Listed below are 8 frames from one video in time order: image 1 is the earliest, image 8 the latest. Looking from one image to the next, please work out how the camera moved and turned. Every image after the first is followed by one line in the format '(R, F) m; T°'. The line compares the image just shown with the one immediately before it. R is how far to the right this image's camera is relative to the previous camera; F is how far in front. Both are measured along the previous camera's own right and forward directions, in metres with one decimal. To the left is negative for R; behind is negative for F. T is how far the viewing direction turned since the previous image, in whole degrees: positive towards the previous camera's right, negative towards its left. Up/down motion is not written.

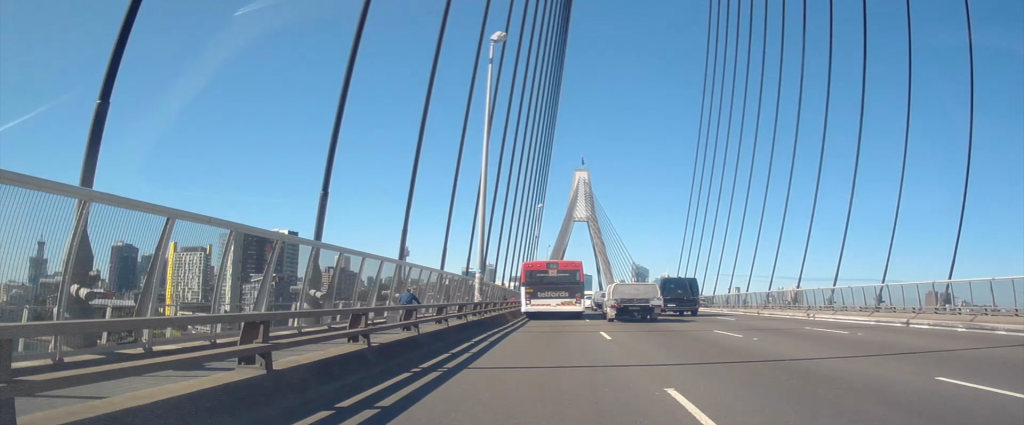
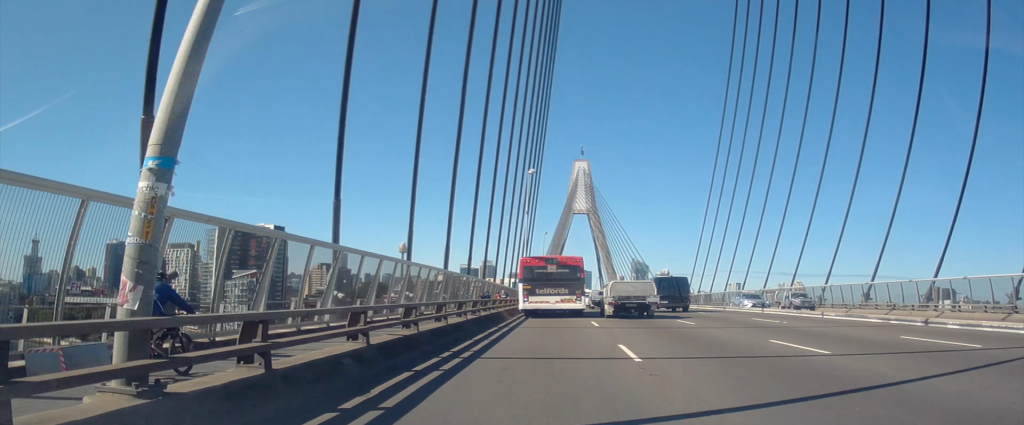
(-0.4, +19.0) m; -2°
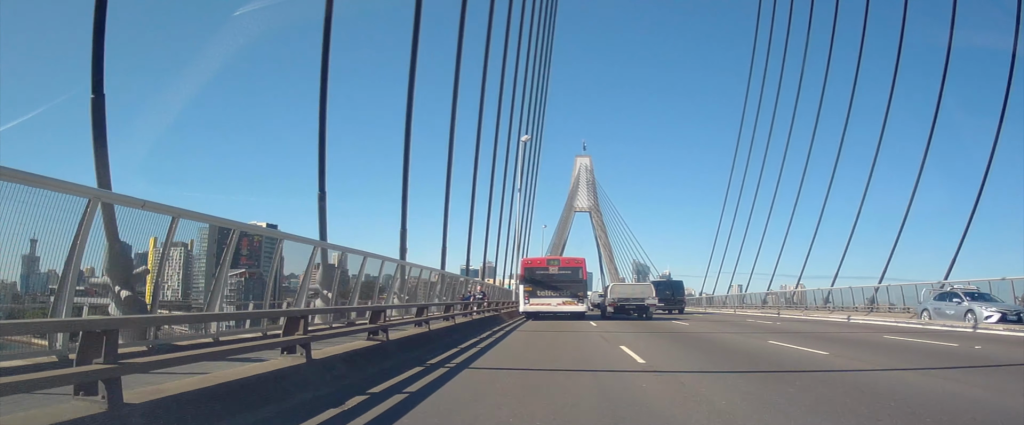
(-0.1, +11.1) m; 0°
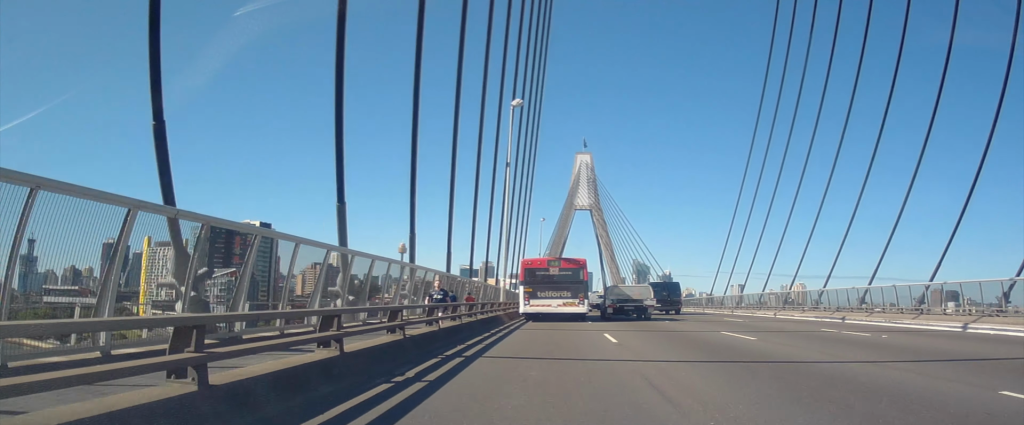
(0.0, +8.6) m; +1°
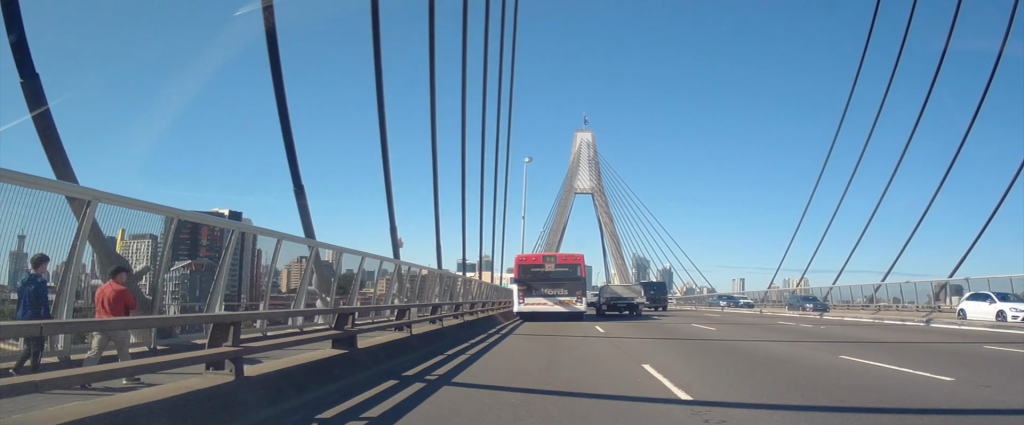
(-0.9, +32.4) m; -1°
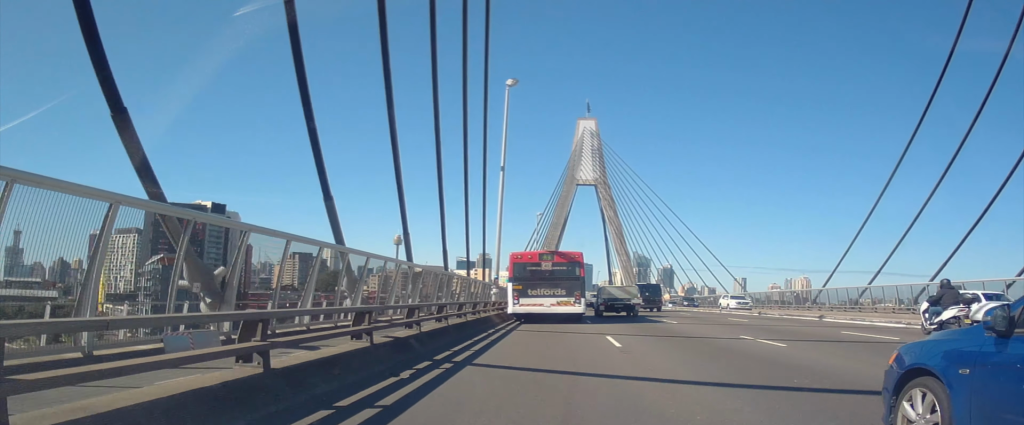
(+0.9, +17.3) m; +1°
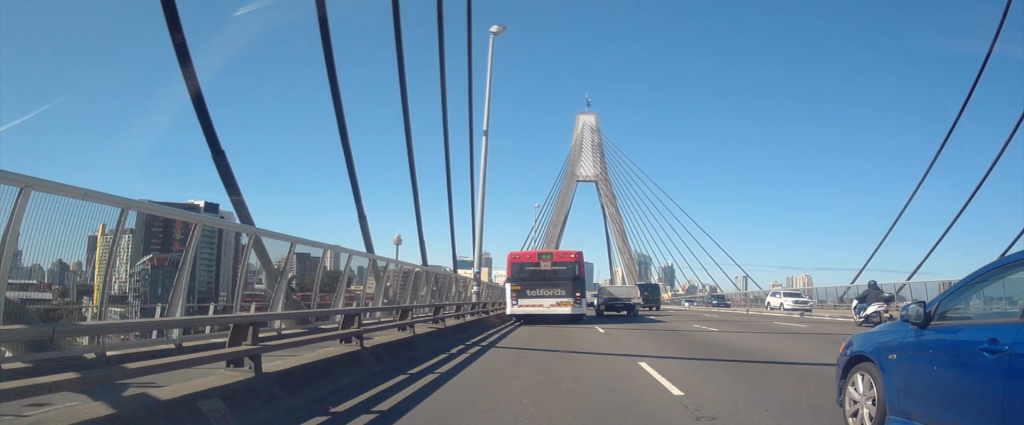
(-0.1, +6.6) m; -1°
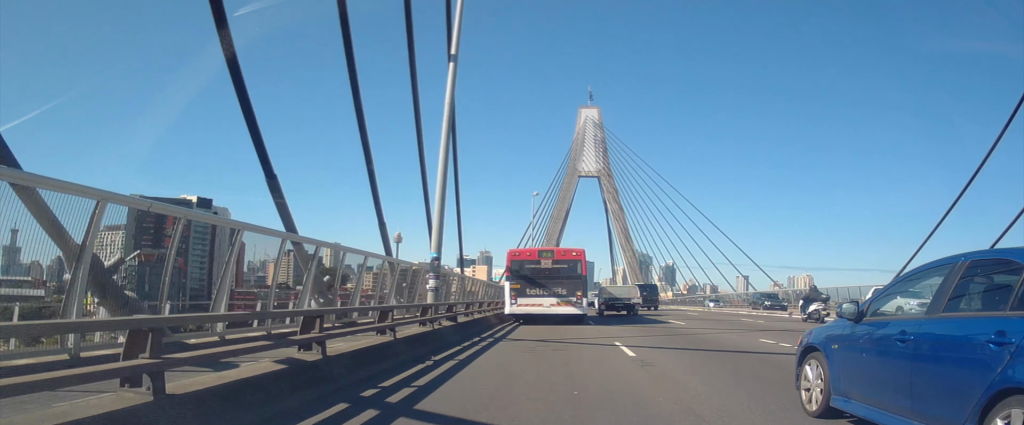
(-0.1, +7.2) m; -1°
